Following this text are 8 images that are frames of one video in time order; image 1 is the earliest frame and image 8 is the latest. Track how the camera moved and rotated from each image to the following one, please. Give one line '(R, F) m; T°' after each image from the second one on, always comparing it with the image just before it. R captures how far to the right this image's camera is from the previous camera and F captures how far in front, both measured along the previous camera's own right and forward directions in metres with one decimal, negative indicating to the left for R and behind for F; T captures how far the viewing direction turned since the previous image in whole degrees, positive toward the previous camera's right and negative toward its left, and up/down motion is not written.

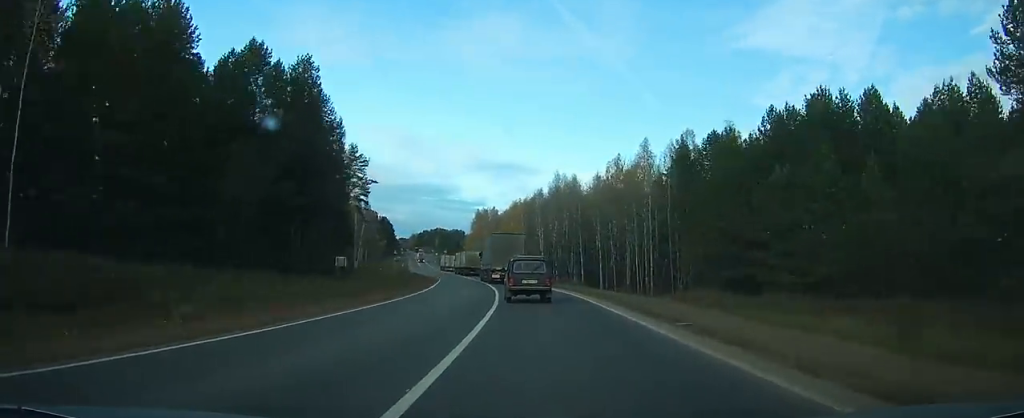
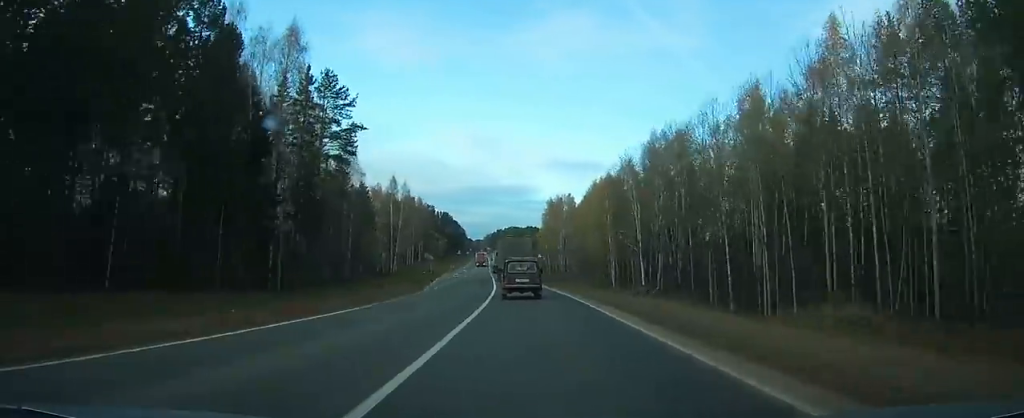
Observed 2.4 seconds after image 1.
(-3.1, +50.6) m; -8°
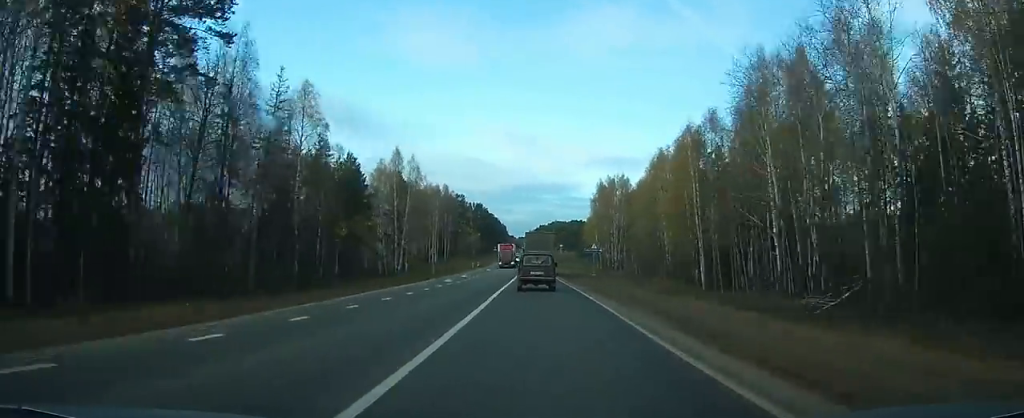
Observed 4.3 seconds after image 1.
(-2.3, +40.0) m; -5°
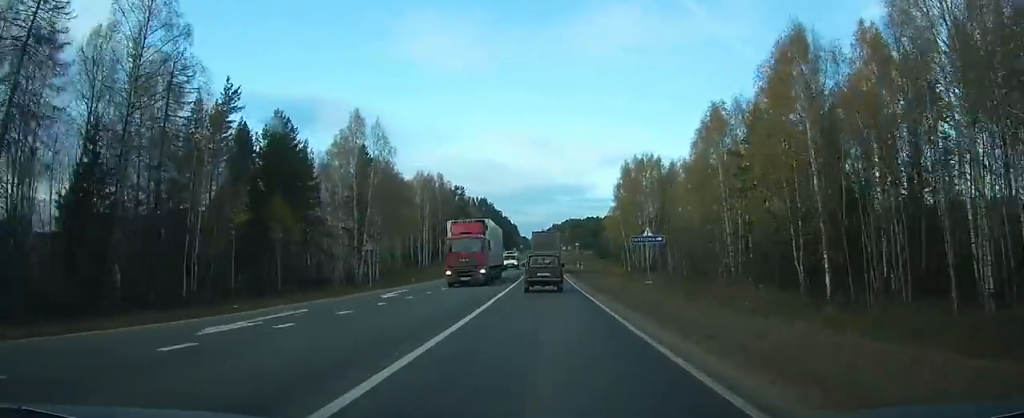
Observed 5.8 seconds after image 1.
(-1.1, +32.3) m; -2°
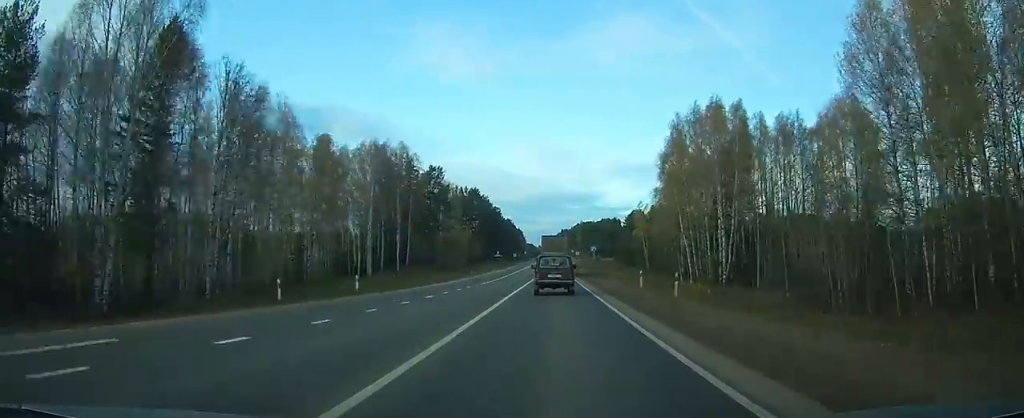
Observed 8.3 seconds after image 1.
(-0.7, +52.0) m; -1°
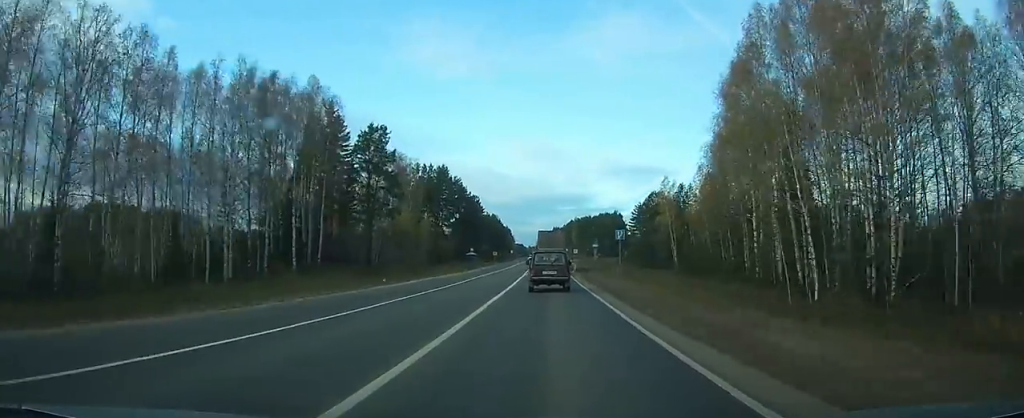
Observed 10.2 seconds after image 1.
(0.0, +43.4) m; 0°
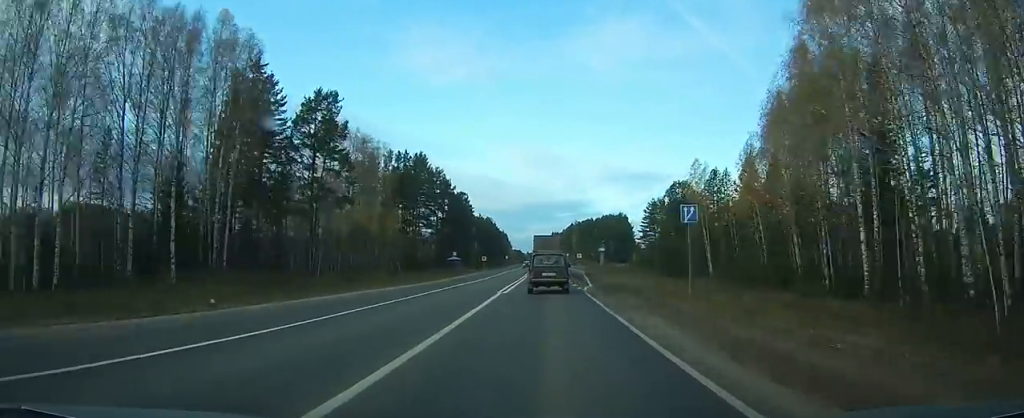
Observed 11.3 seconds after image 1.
(0.0, +23.3) m; 0°
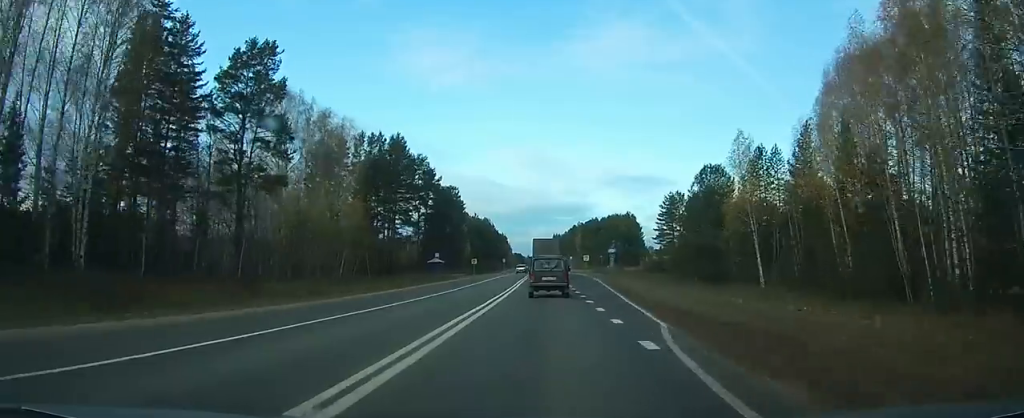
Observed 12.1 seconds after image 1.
(0.0, +18.8) m; 0°
